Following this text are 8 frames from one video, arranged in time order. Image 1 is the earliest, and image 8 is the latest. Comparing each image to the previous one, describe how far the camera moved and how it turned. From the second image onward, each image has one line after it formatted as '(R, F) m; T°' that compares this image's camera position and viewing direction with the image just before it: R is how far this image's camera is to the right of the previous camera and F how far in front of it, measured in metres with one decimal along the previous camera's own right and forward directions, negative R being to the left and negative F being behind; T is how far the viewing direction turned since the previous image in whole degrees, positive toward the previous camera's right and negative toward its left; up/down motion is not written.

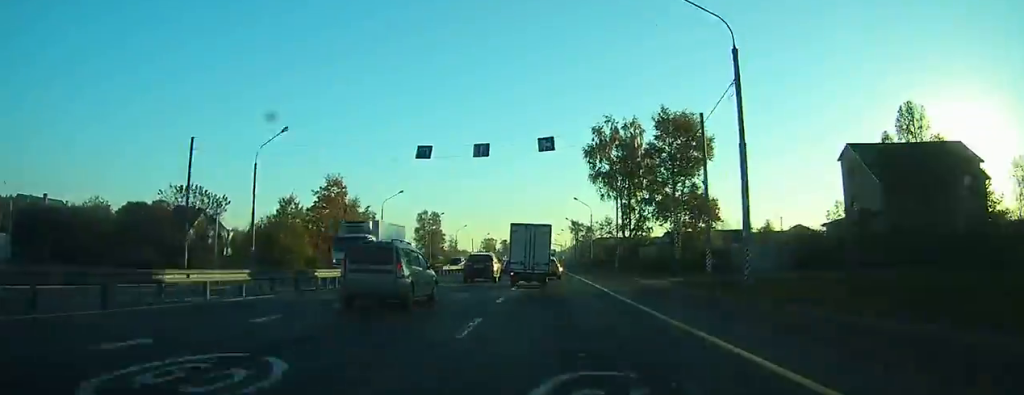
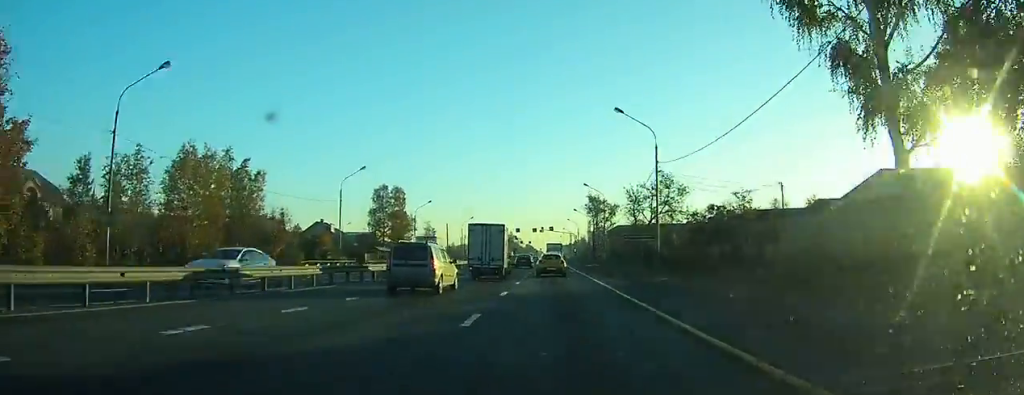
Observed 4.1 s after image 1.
(-0.4, +52.5) m; -1°
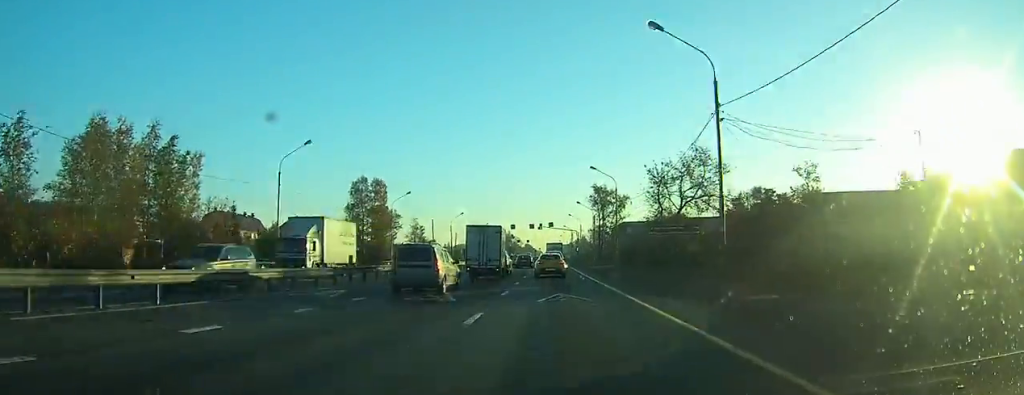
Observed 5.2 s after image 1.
(+0.1, +14.8) m; 0°
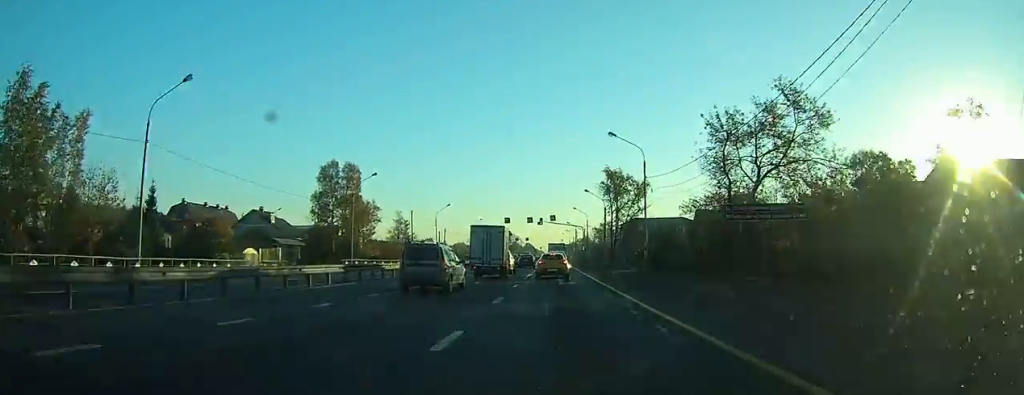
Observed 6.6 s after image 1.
(+0.1, +19.1) m; 0°
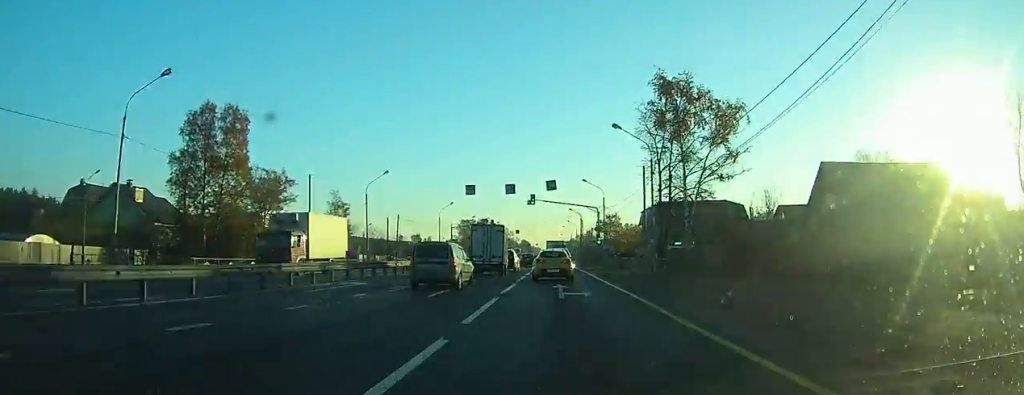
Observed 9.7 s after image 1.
(+0.1, +42.7) m; 0°
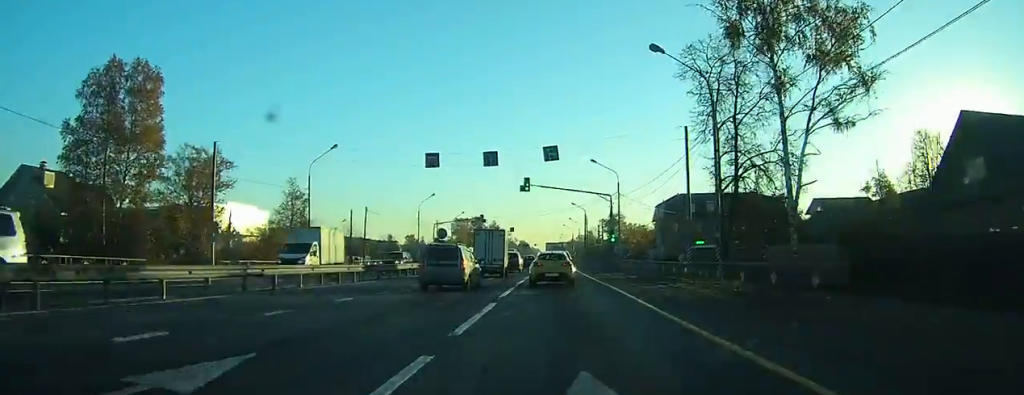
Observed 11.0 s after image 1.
(0.0, +17.4) m; 0°
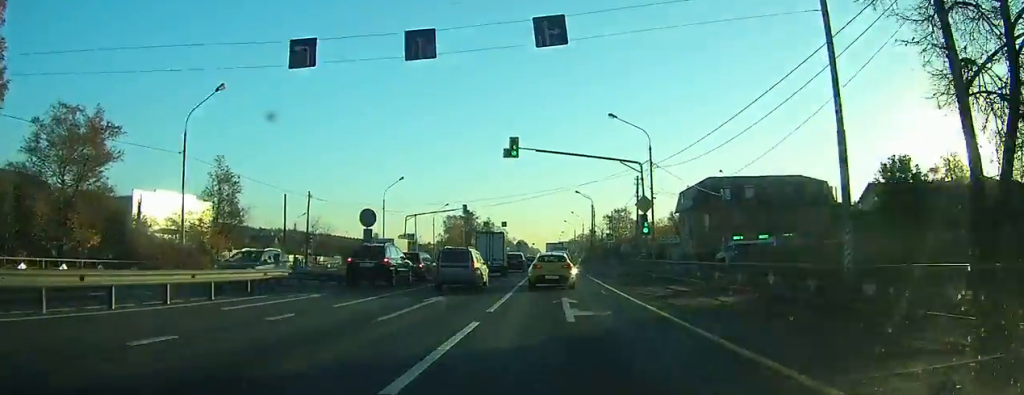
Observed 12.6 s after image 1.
(0.0, +20.2) m; 0°
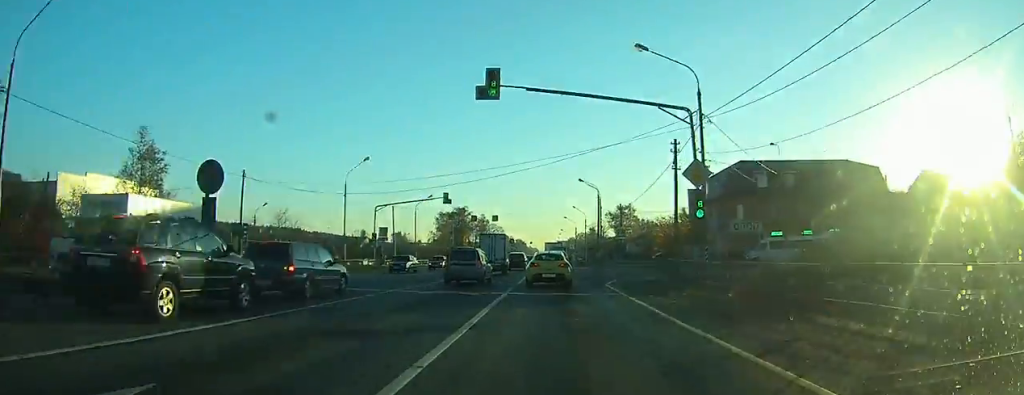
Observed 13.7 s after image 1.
(0.0, +13.9) m; 0°
